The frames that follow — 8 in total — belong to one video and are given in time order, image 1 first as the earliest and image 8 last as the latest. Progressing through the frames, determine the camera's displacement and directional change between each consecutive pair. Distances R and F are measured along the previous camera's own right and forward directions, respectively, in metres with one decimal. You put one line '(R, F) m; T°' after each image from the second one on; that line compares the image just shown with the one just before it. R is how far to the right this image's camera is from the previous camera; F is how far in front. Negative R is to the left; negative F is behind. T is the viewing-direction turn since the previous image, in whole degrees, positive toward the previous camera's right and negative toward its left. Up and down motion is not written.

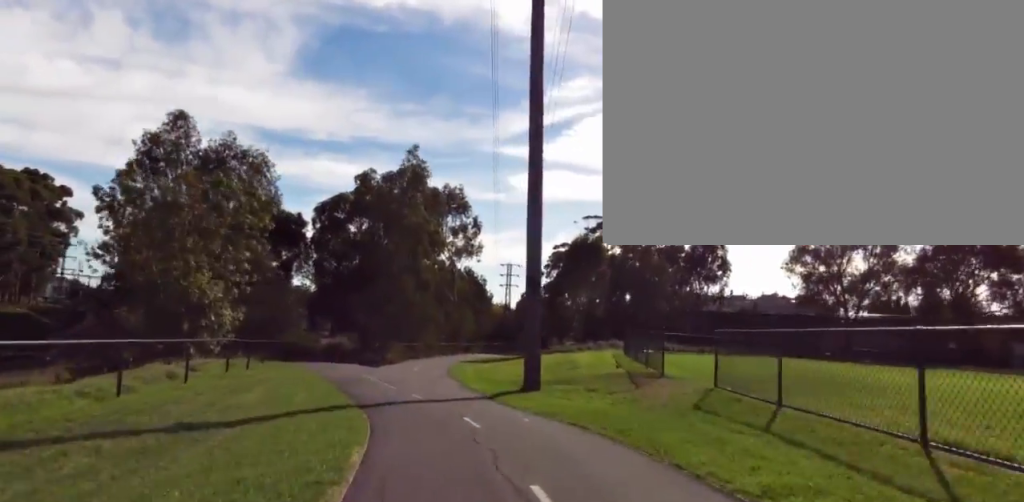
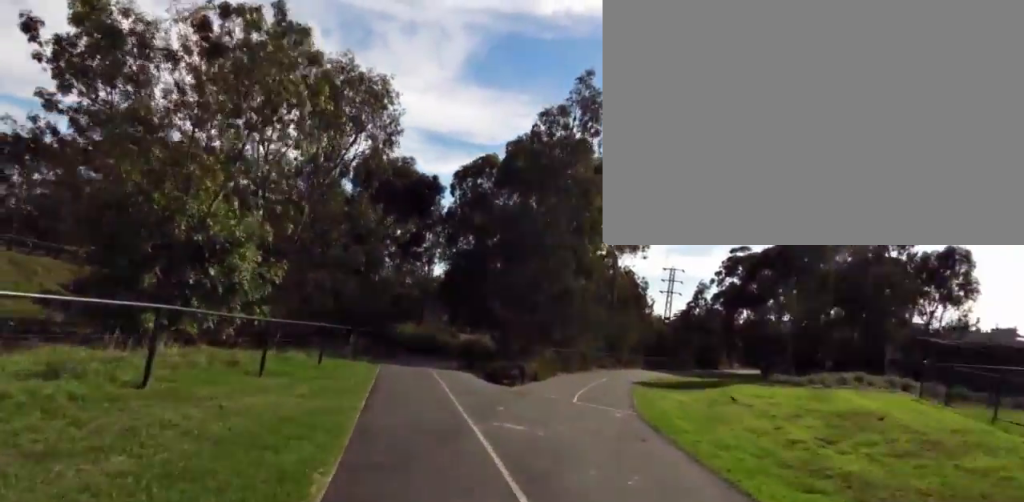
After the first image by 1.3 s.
(-1.4, +10.1) m; -5°
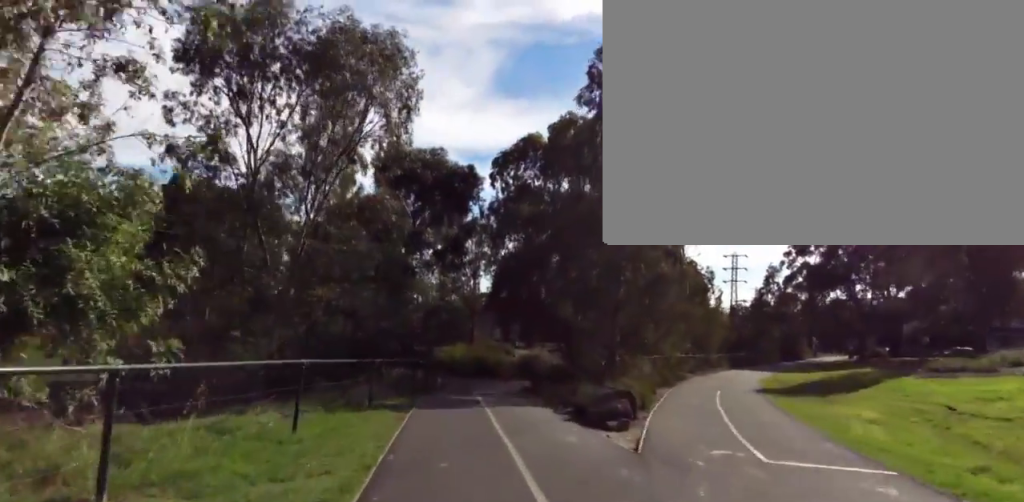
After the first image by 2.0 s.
(+0.6, +6.0) m; +4°
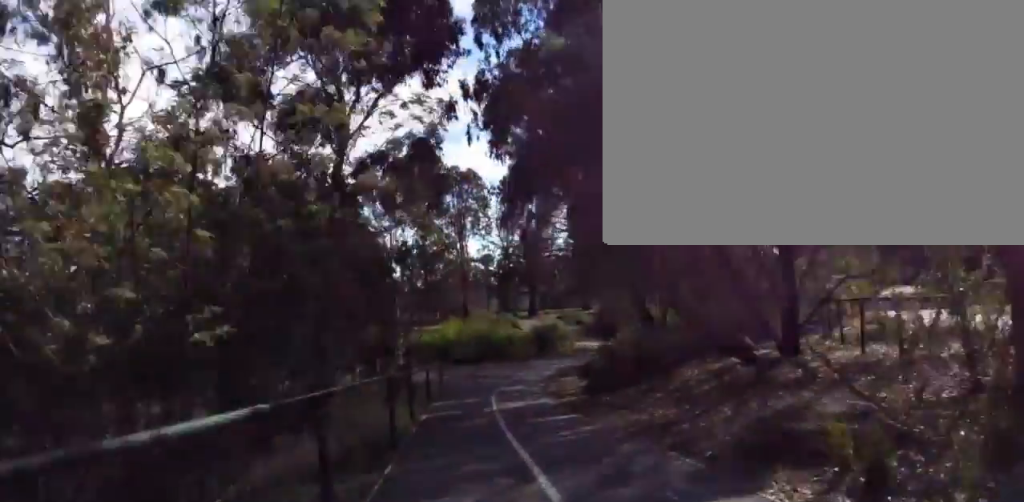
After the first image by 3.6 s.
(+0.7, +14.8) m; +6°
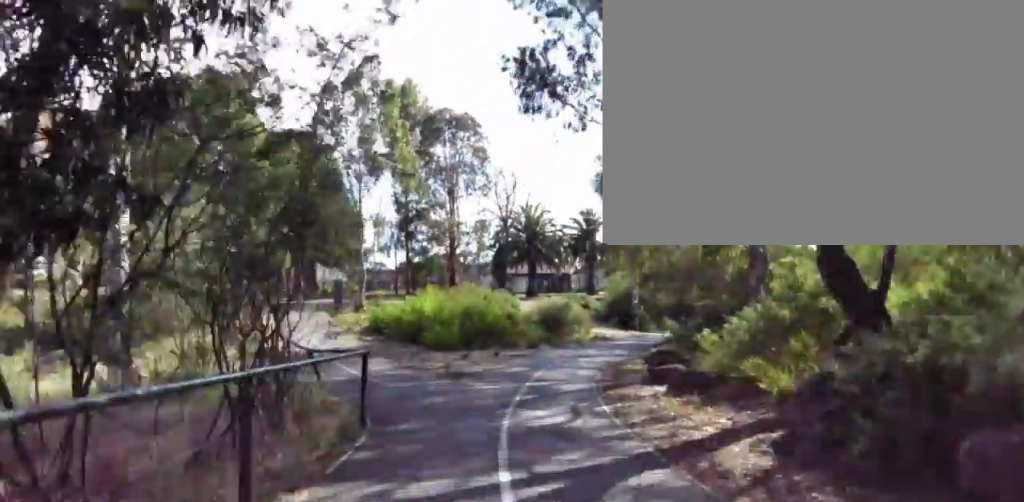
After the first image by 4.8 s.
(+1.0, +11.4) m; +14°
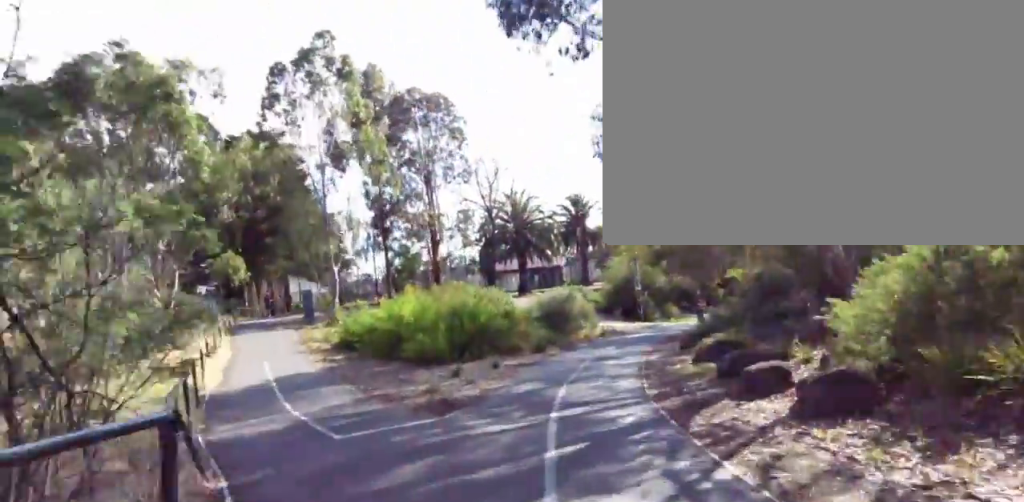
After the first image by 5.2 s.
(+0.2, +4.5) m; +7°
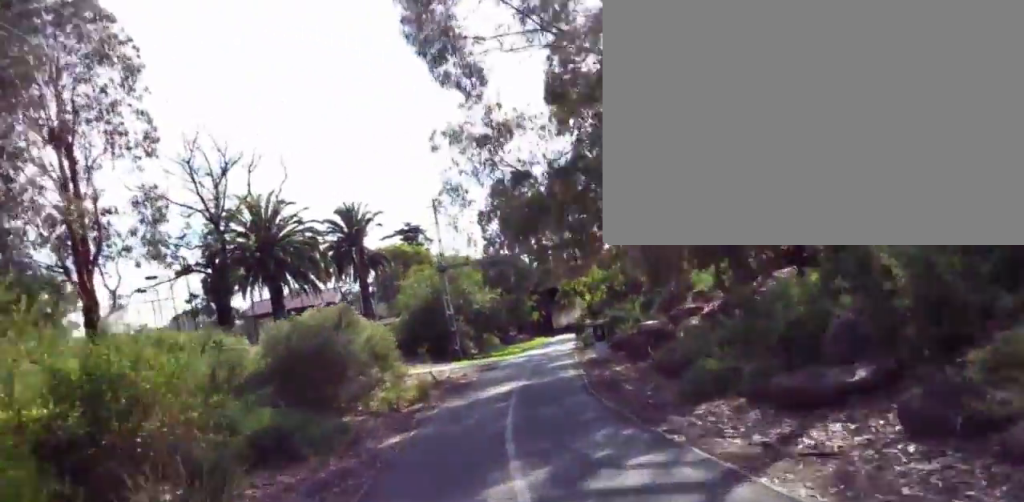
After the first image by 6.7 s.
(+2.3, +15.8) m; +10°
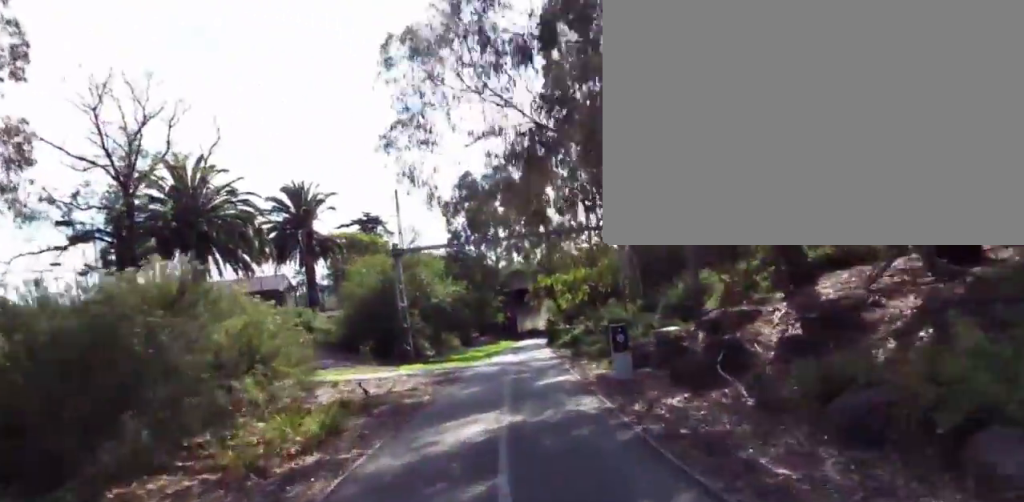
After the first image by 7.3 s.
(0.0, +5.6) m; 0°
